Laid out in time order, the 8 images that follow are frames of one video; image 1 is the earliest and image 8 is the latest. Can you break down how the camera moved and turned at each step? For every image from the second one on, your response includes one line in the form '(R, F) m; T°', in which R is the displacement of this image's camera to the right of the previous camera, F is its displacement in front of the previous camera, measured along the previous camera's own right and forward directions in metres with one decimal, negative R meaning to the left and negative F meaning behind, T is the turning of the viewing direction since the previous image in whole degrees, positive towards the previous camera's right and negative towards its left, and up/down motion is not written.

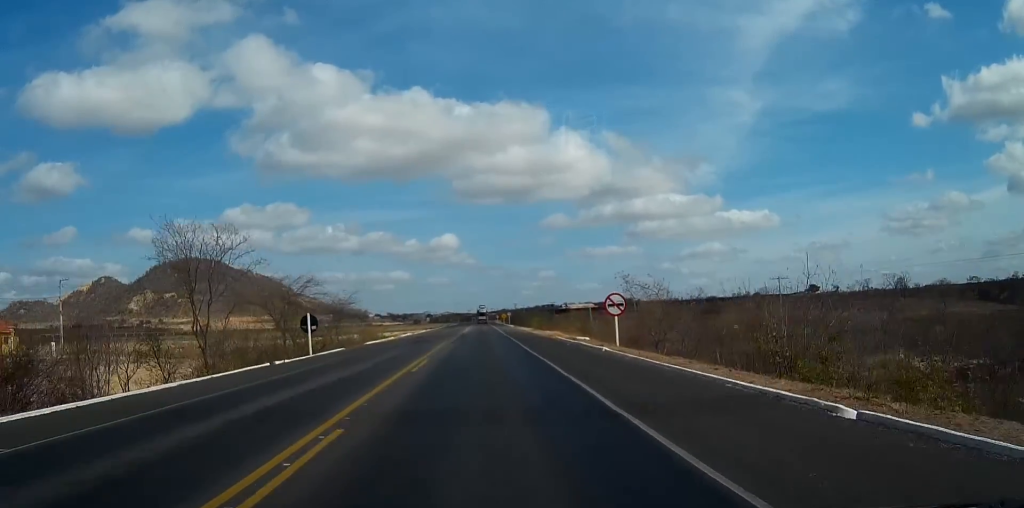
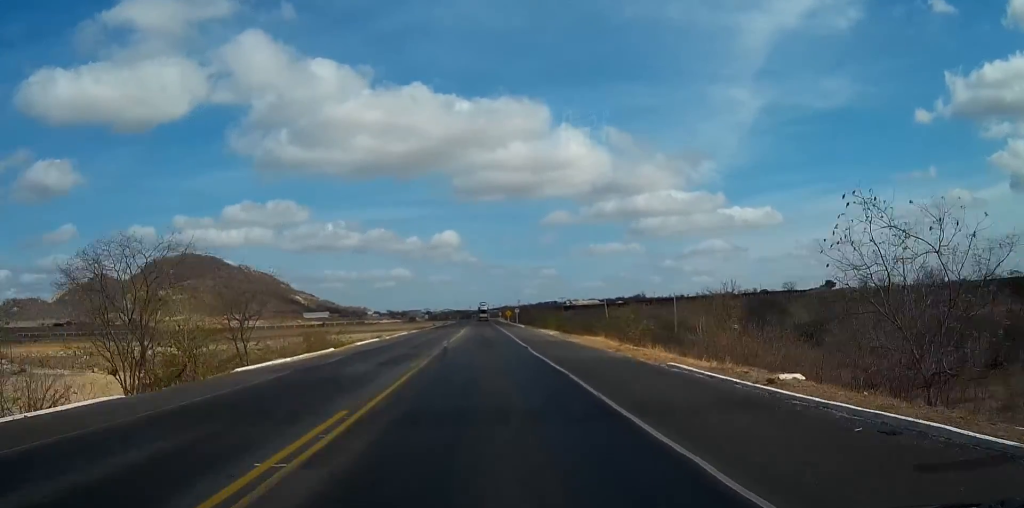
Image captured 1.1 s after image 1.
(-0.1, +27.5) m; 0°
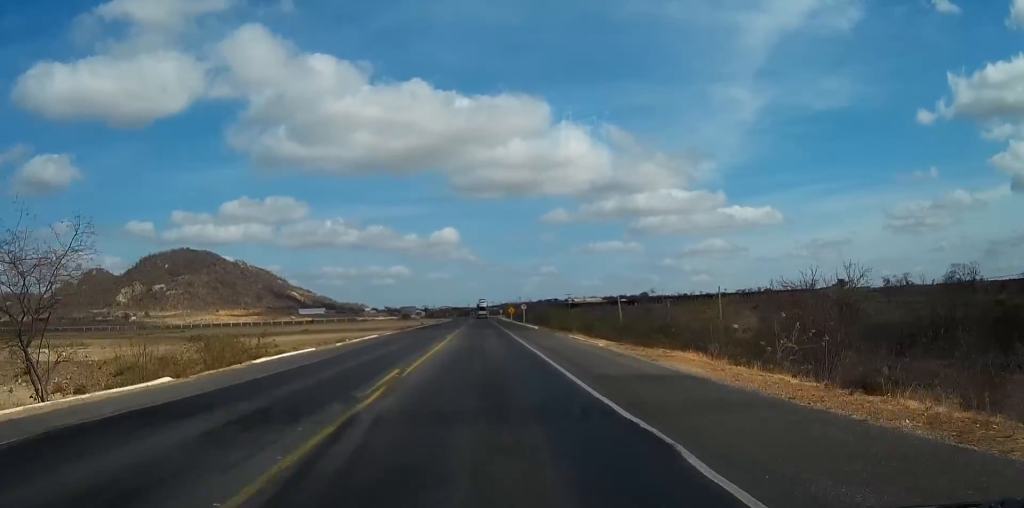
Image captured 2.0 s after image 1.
(+0.1, +21.3) m; 0°
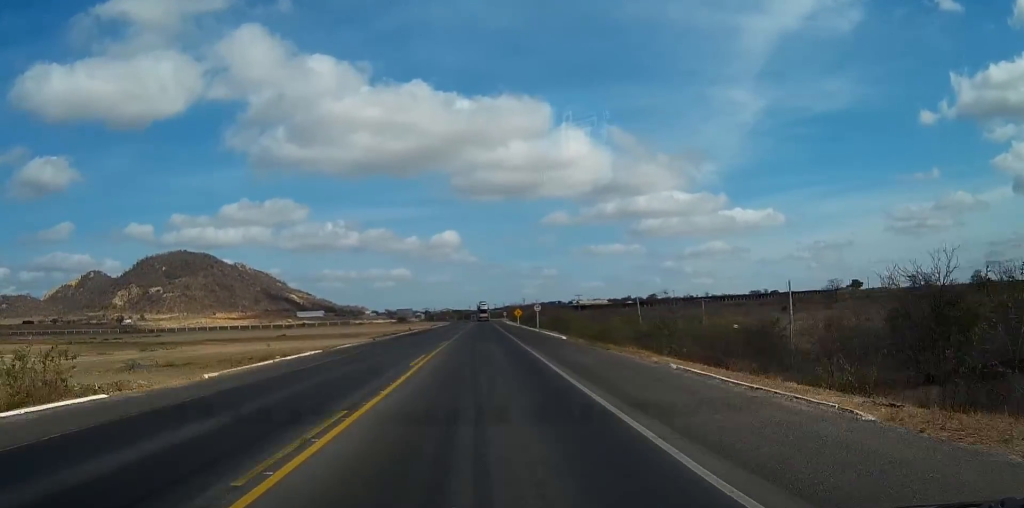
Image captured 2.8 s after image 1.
(+0.1, +20.6) m; 0°
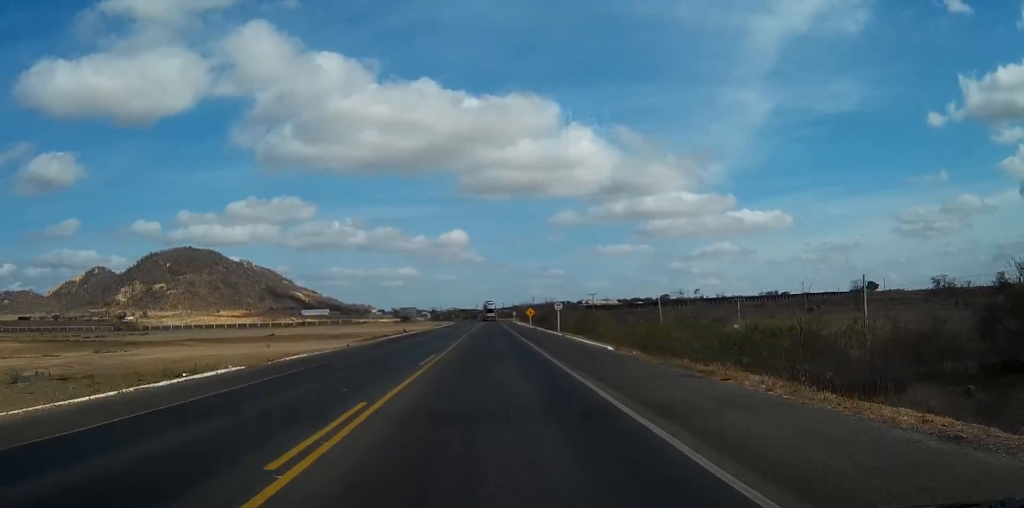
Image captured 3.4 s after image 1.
(+0.1, +13.2) m; 0°
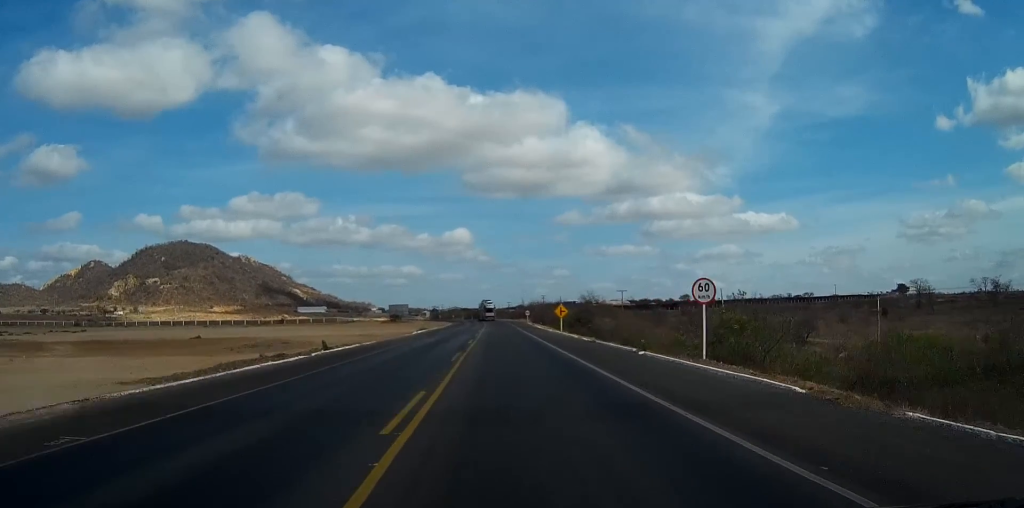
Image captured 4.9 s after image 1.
(-0.4, +38.0) m; -1°
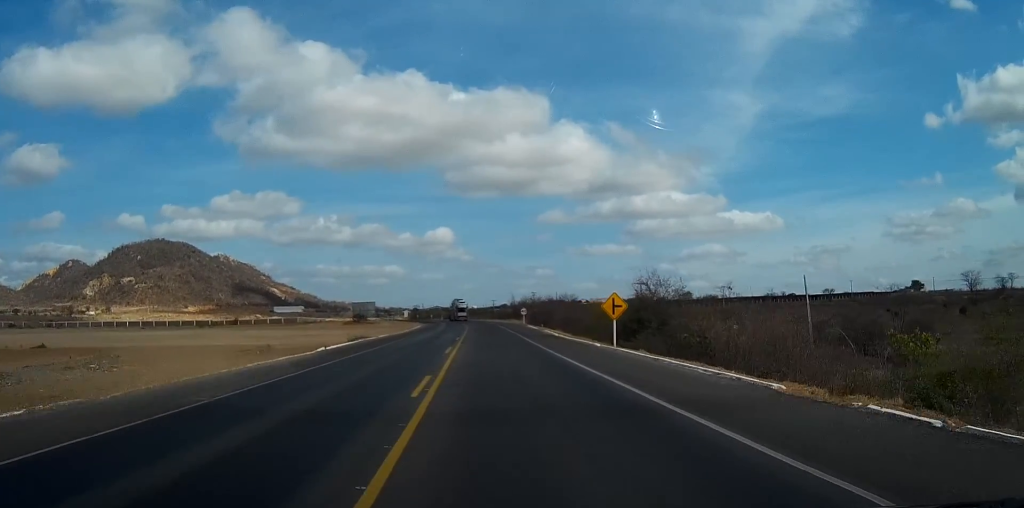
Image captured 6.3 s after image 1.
(+0.2, +35.7) m; +1°
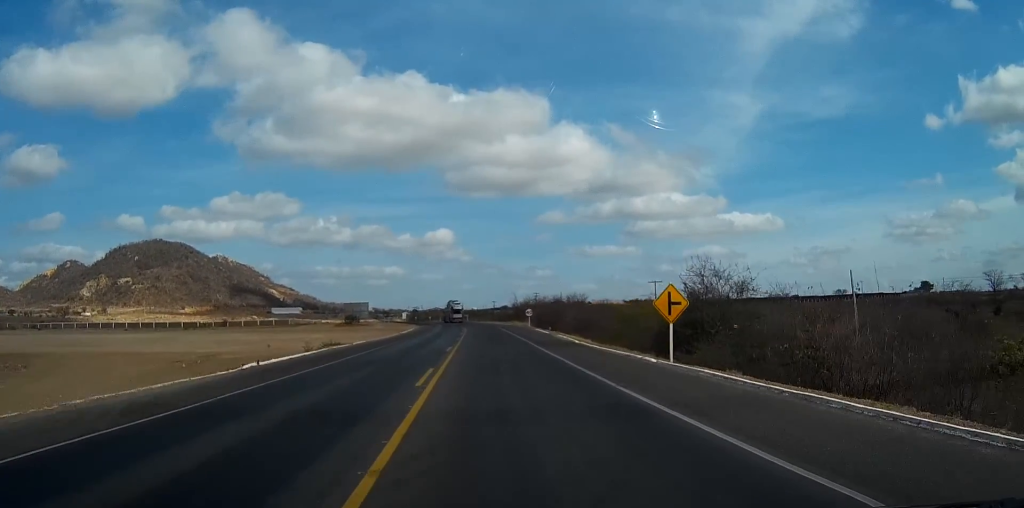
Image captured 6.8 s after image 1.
(+0.1, +11.0) m; 0°
